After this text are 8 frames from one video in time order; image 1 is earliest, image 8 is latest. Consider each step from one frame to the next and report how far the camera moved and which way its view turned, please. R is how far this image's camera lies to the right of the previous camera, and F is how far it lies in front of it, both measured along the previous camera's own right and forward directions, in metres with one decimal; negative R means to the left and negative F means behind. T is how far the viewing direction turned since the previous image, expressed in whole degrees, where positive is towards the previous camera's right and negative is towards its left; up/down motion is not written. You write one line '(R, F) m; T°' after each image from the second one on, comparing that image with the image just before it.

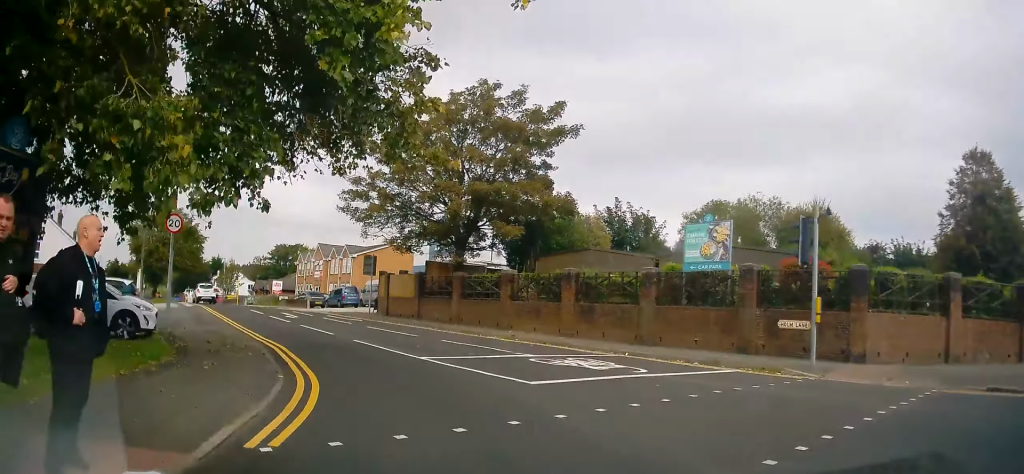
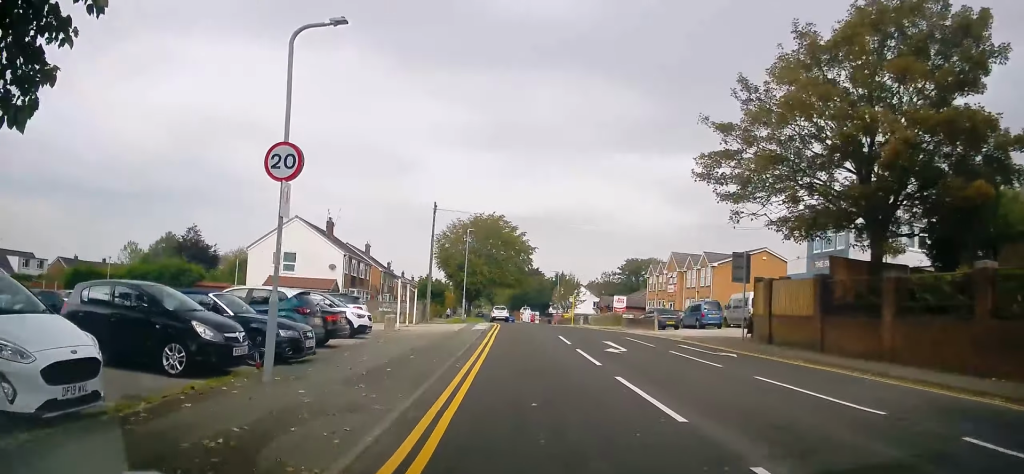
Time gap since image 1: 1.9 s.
(-2.9, +10.9) m; -32°
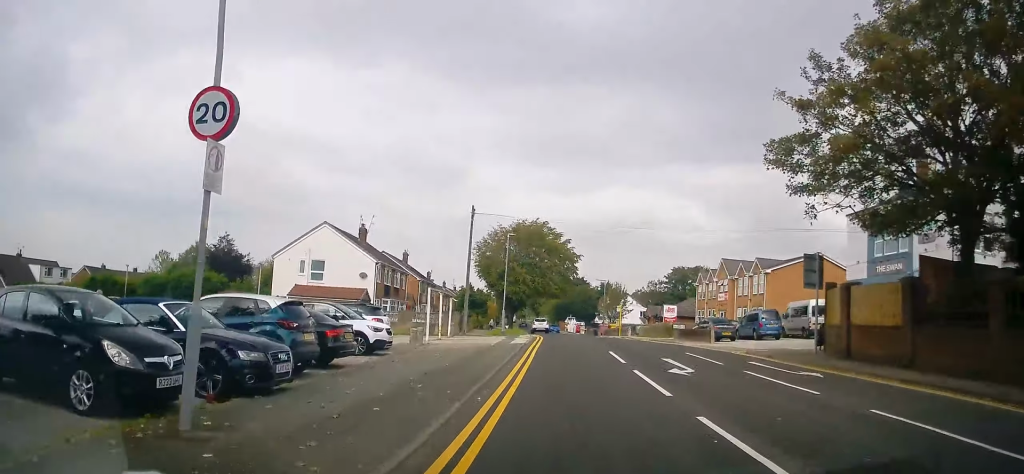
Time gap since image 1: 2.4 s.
(-0.4, +2.9) m; -4°
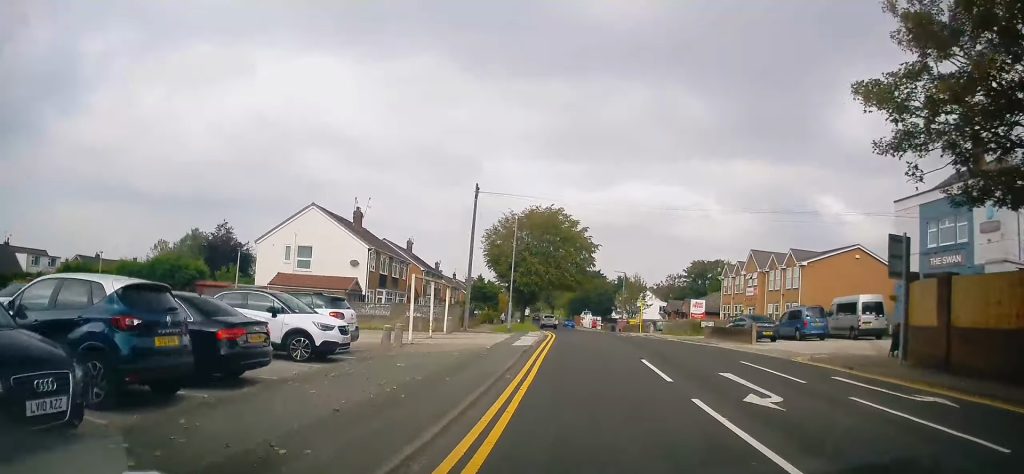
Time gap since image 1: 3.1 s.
(-0.3, +4.8) m; -4°
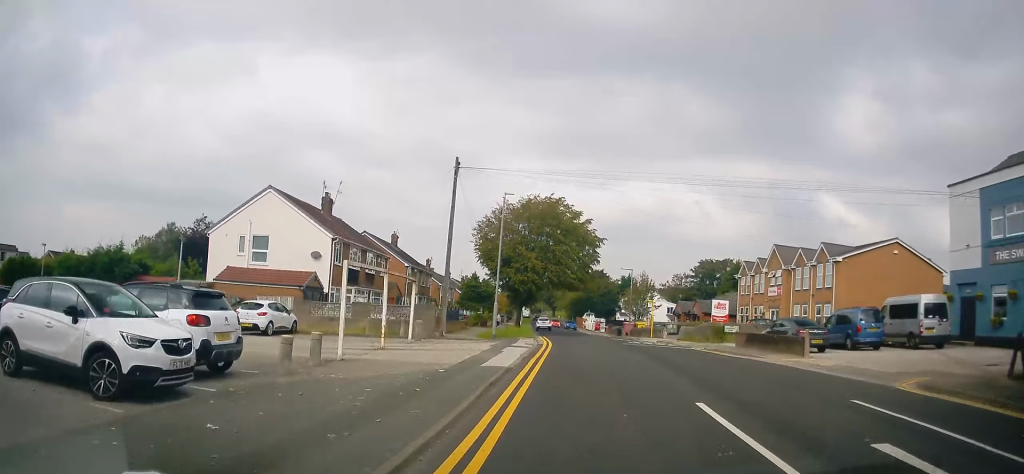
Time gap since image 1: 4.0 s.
(0.0, +6.2) m; -2°
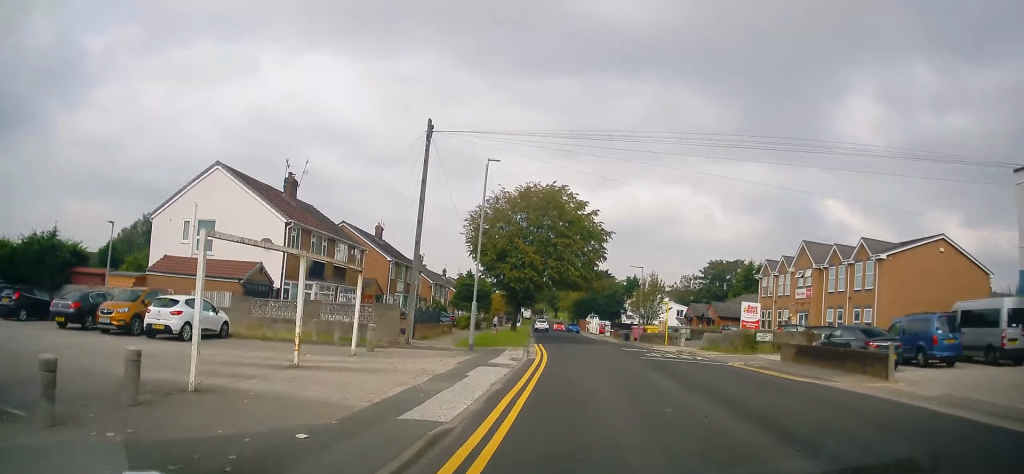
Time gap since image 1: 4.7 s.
(-0.3, +6.0) m; -1°
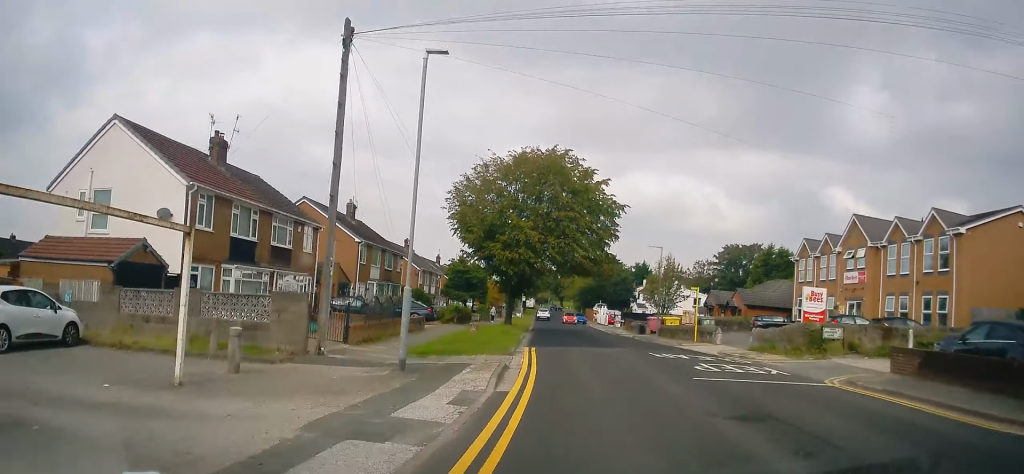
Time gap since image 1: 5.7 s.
(+0.2, +7.9) m; 0°
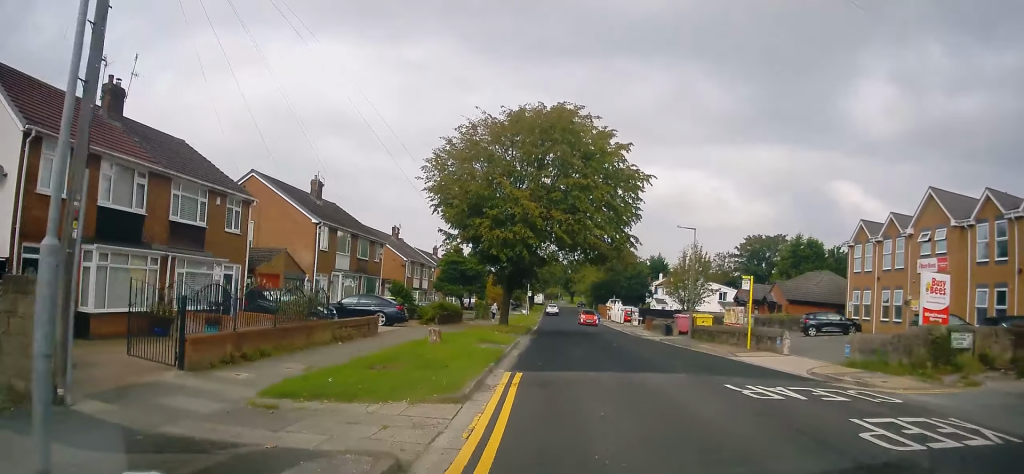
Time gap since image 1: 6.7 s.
(-0.2, +8.2) m; -2°
